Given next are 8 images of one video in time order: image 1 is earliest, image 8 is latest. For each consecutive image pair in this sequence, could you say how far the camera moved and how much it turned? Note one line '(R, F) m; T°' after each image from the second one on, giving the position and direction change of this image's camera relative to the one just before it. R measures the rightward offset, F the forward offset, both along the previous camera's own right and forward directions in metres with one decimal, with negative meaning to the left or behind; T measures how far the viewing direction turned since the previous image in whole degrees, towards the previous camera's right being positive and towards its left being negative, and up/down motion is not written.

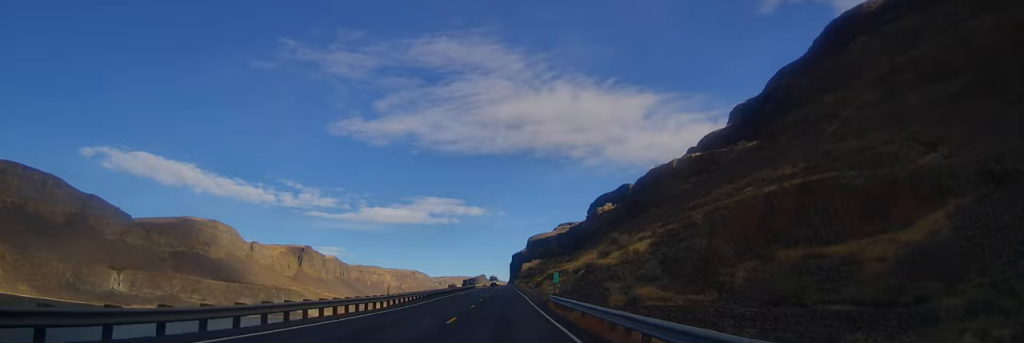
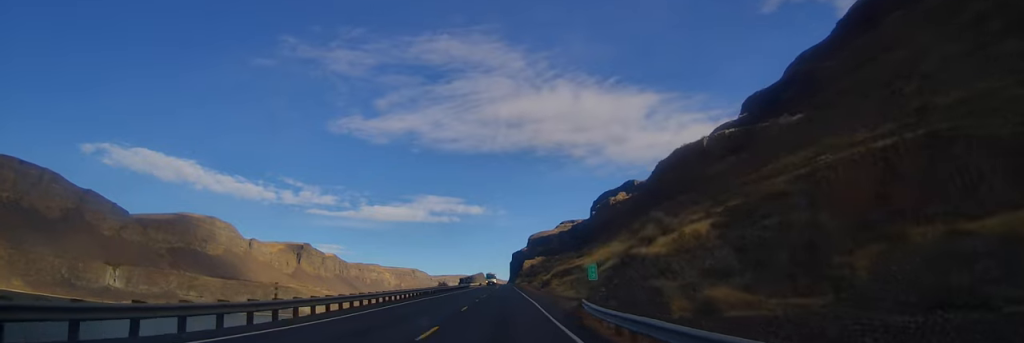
(+0.1, +18.1) m; -1°
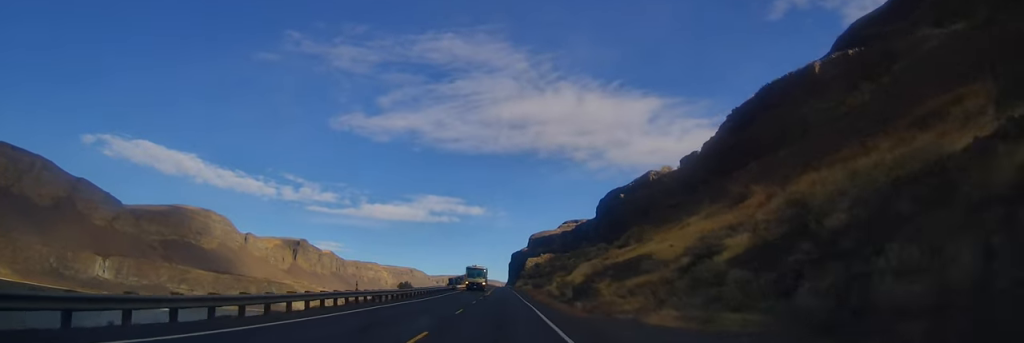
(-0.7, +37.9) m; -1°
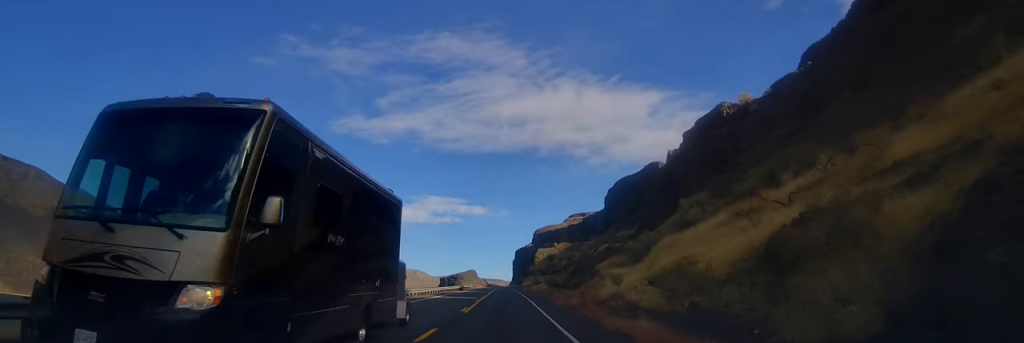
(+0.5, +35.2) m; +1°
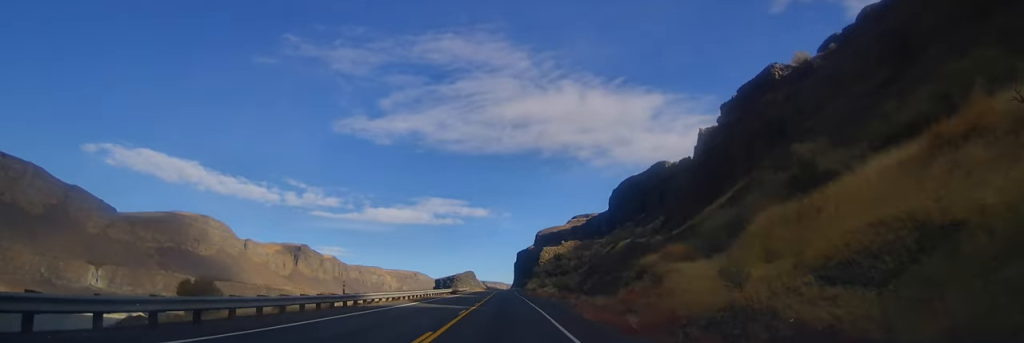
(-0.1, +13.3) m; 0°
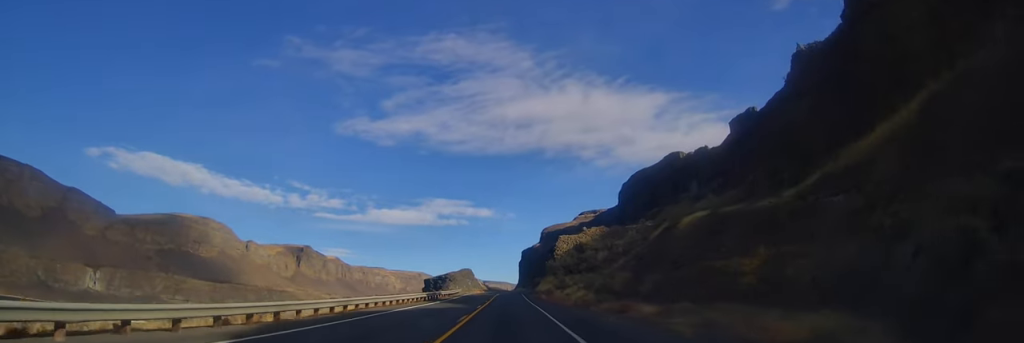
(-0.1, +25.8) m; -1°
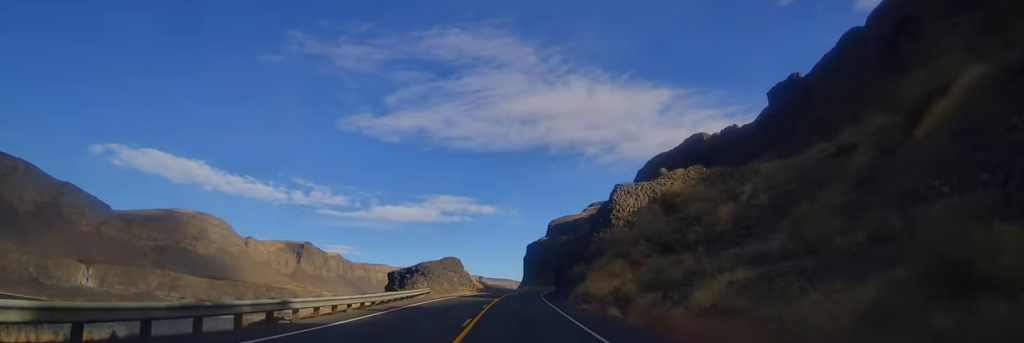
(-0.4, +40.2) m; 0°
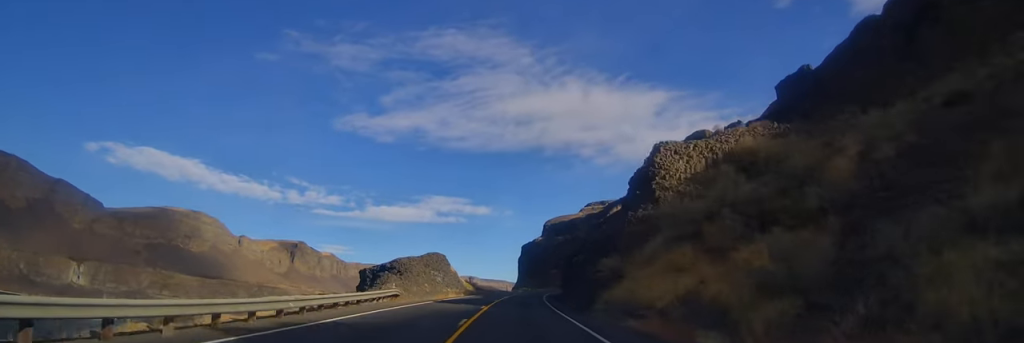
(+0.1, +12.5) m; 0°
